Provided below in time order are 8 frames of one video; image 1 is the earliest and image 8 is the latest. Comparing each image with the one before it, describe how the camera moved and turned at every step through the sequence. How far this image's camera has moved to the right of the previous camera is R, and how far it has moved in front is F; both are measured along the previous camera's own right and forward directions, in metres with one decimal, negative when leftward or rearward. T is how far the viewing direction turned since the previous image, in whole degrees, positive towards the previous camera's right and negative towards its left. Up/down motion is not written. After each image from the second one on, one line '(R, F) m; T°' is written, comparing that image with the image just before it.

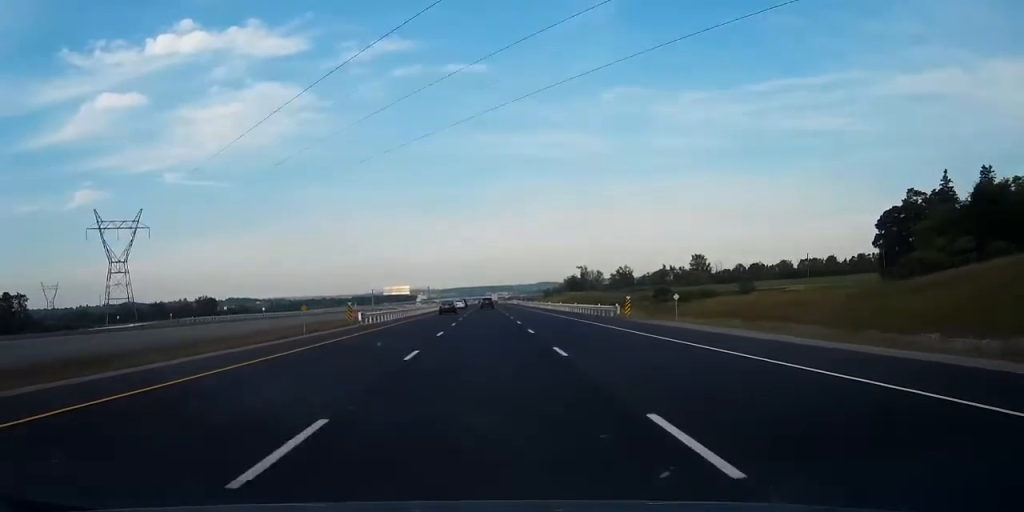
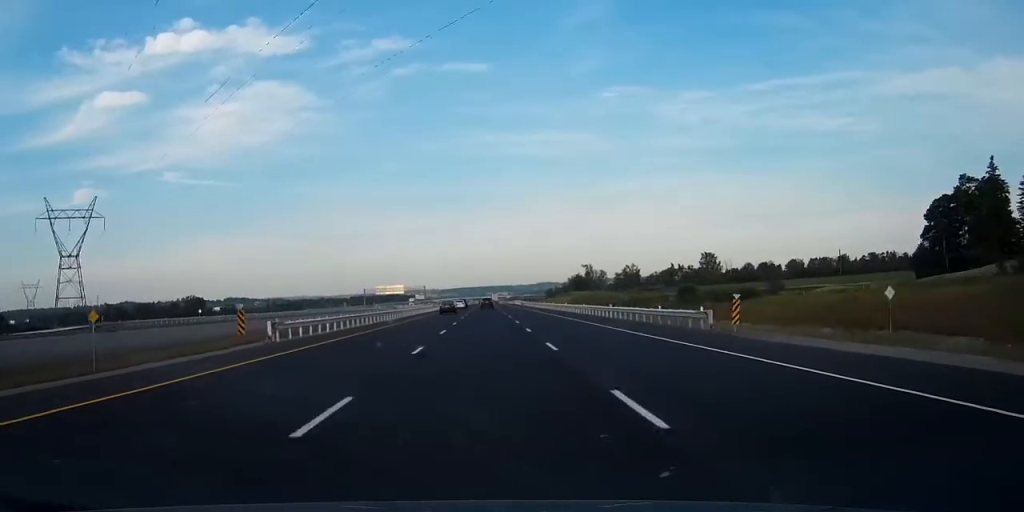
(0.0, +21.7) m; 0°
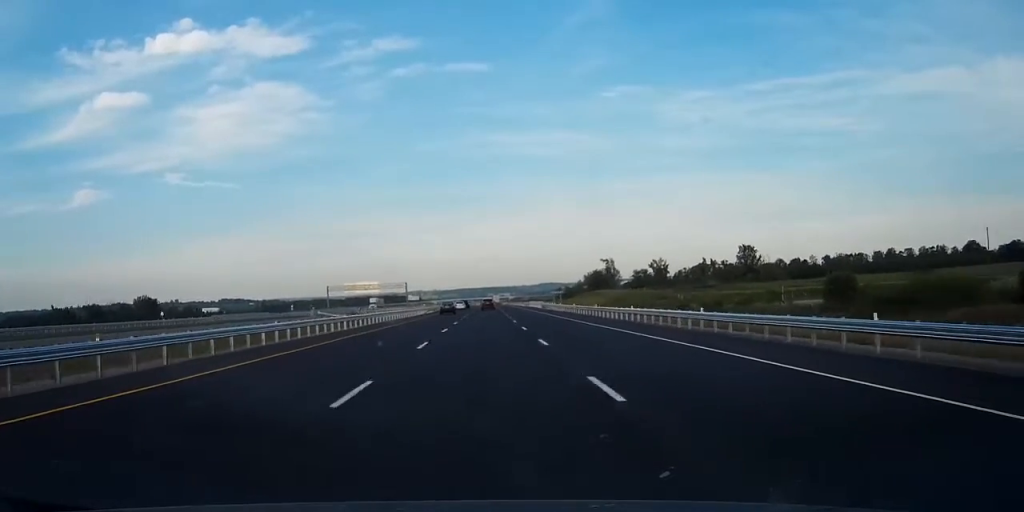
(-0.2, +69.5) m; 0°
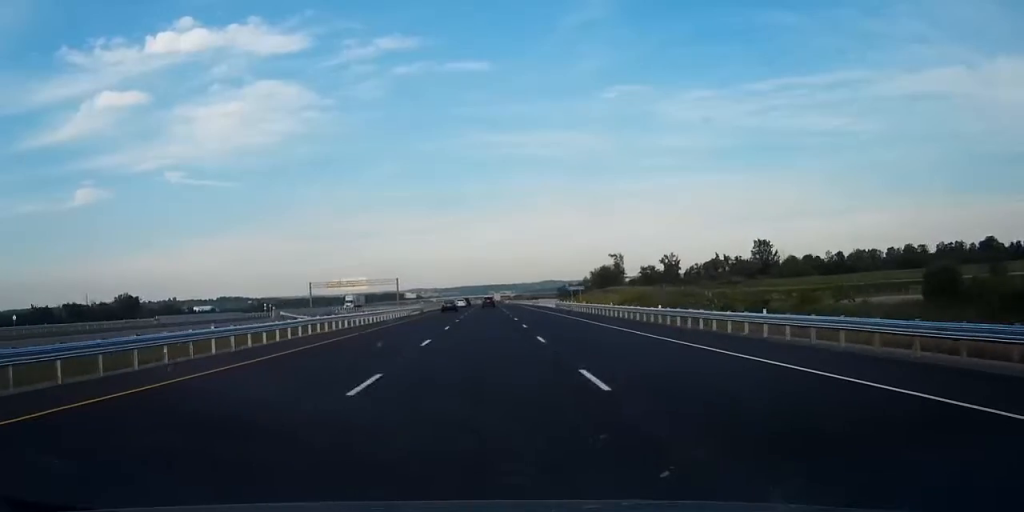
(+0.1, +22.8) m; 0°
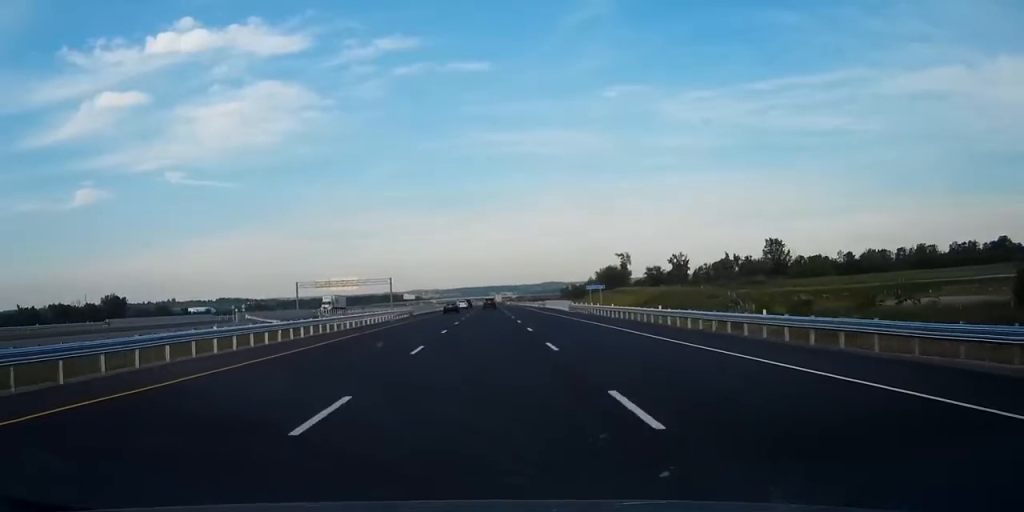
(-0.1, +15.2) m; 0°
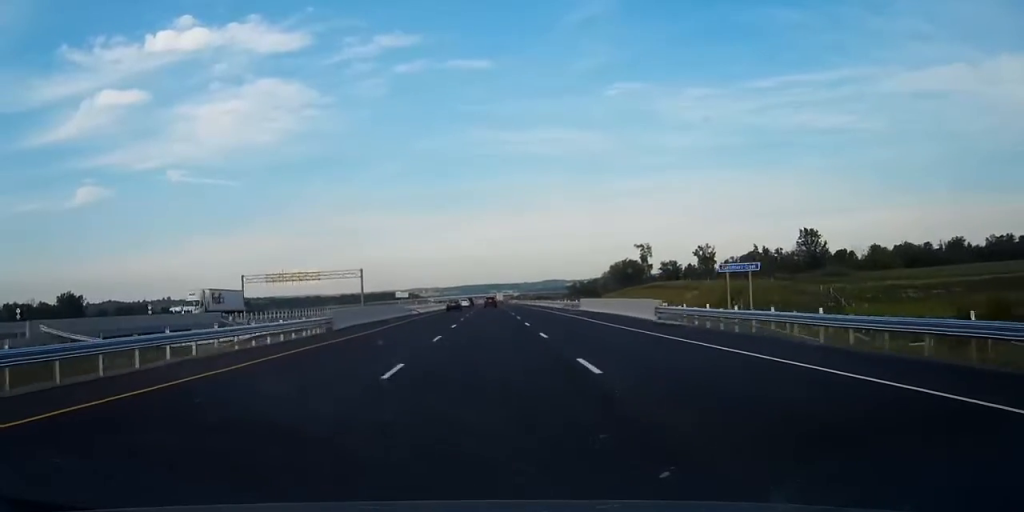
(-0.2, +42.3) m; 0°
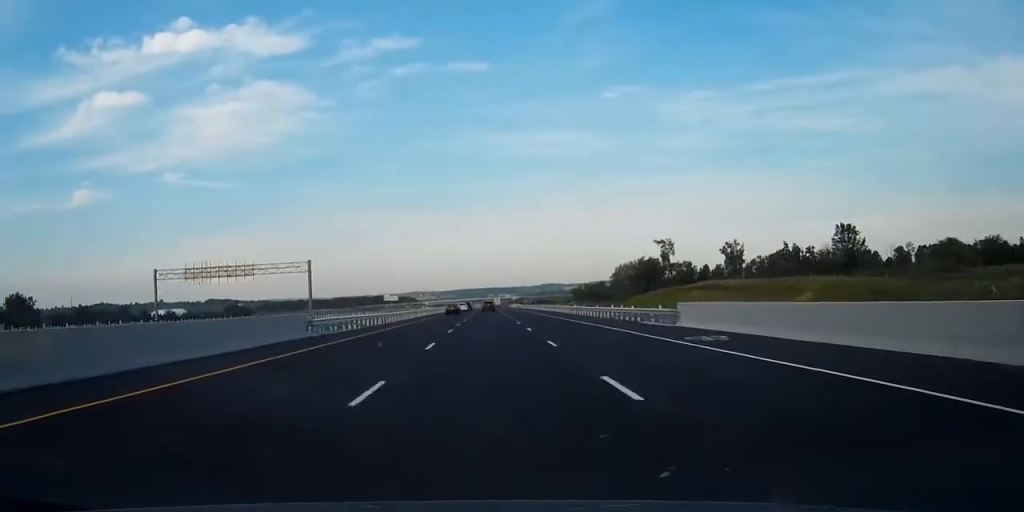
(+0.3, +39.1) m; +1°
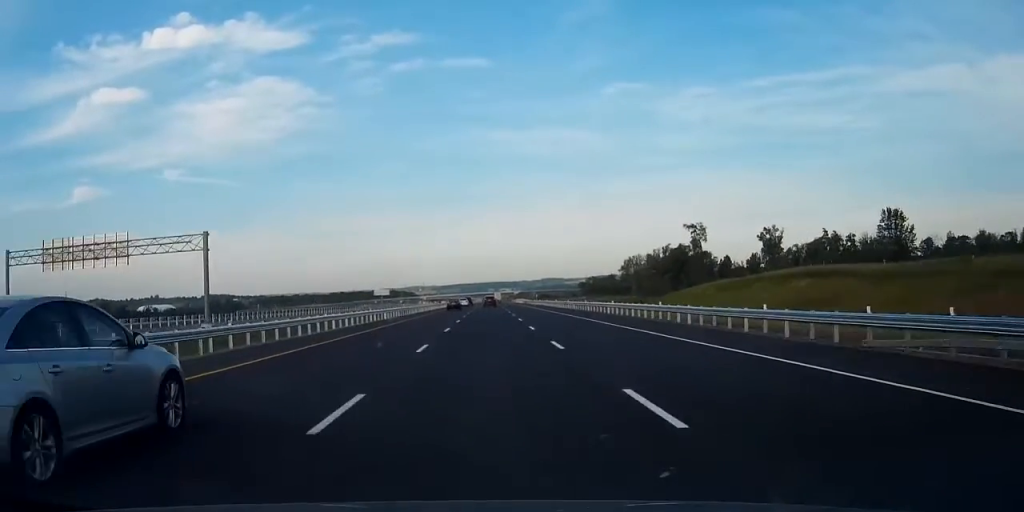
(-0.1, +38.0) m; 0°
